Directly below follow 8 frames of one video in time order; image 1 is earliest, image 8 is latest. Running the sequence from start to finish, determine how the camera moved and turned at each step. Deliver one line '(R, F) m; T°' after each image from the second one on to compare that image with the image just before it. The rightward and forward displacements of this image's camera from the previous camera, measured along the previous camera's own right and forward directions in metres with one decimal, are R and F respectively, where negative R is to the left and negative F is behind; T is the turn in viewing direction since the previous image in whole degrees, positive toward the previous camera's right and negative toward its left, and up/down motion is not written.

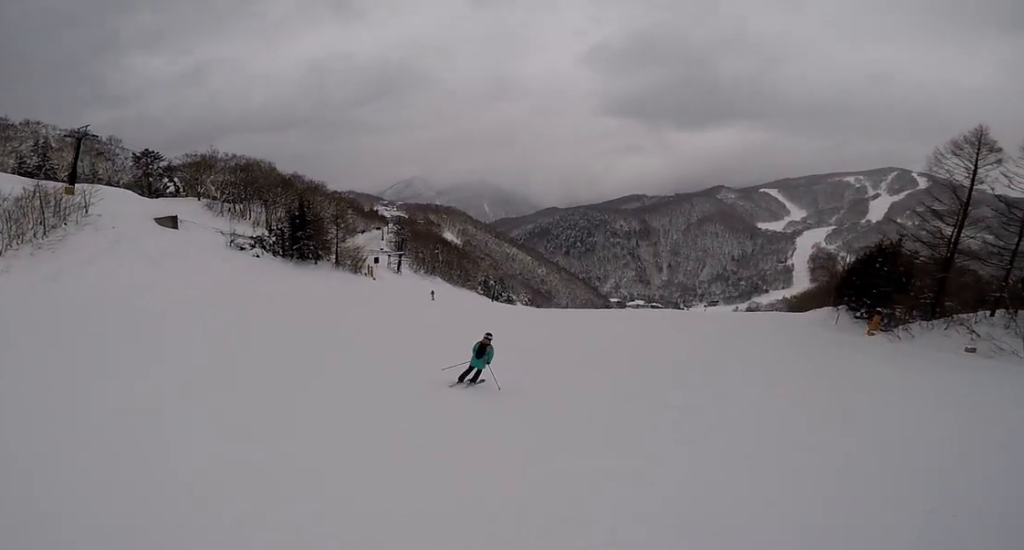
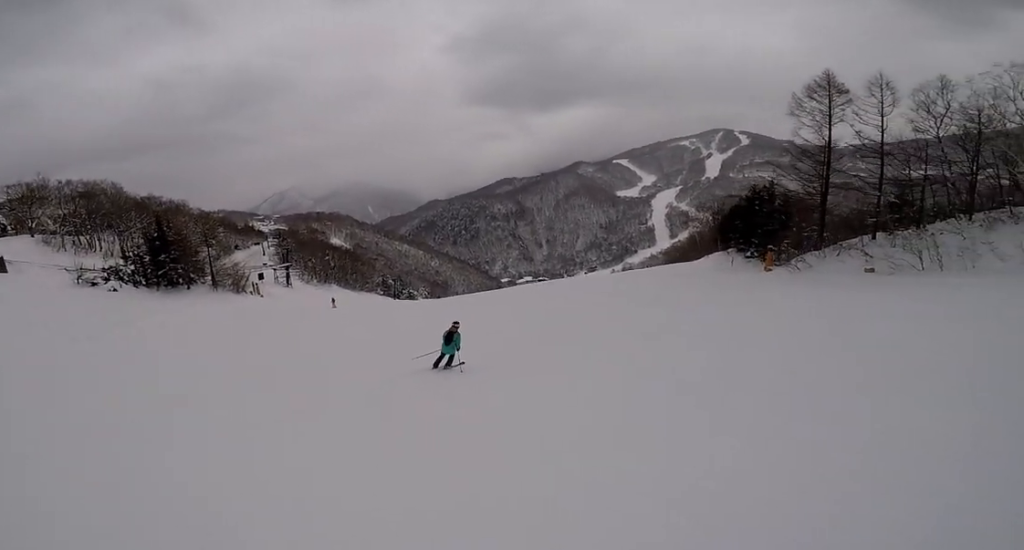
(+0.3, +3.9) m; +11°
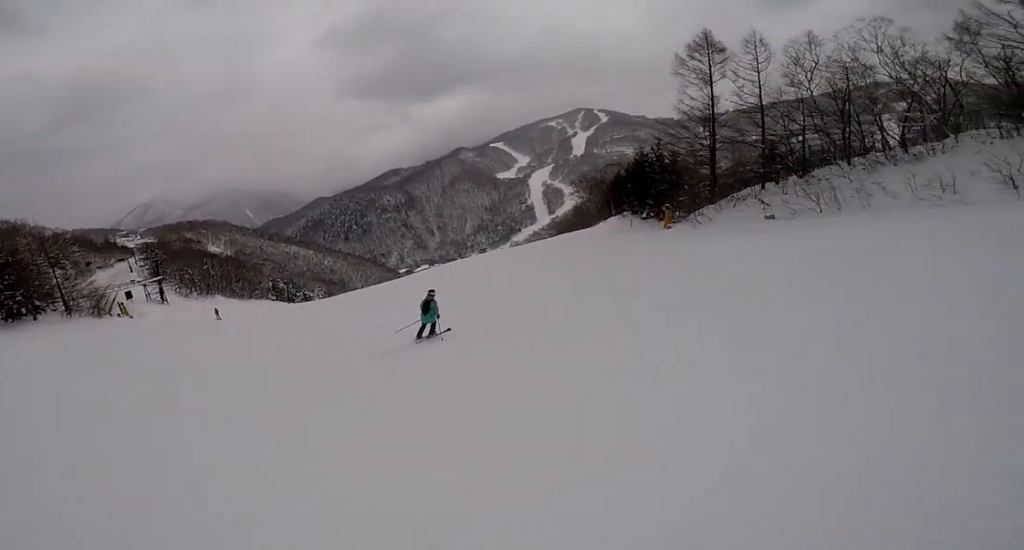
(+0.3, +3.5) m; +8°
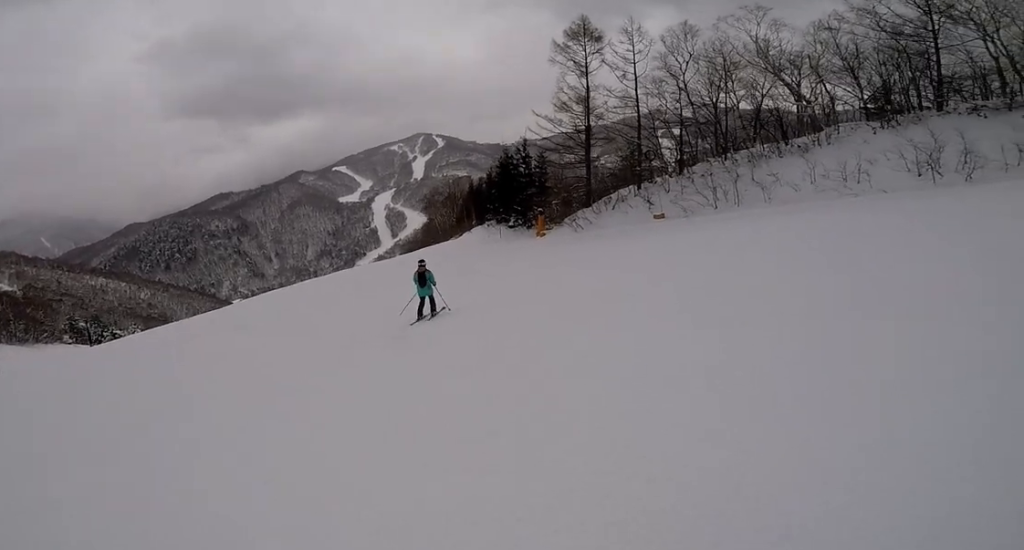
(+1.2, +8.4) m; +13°
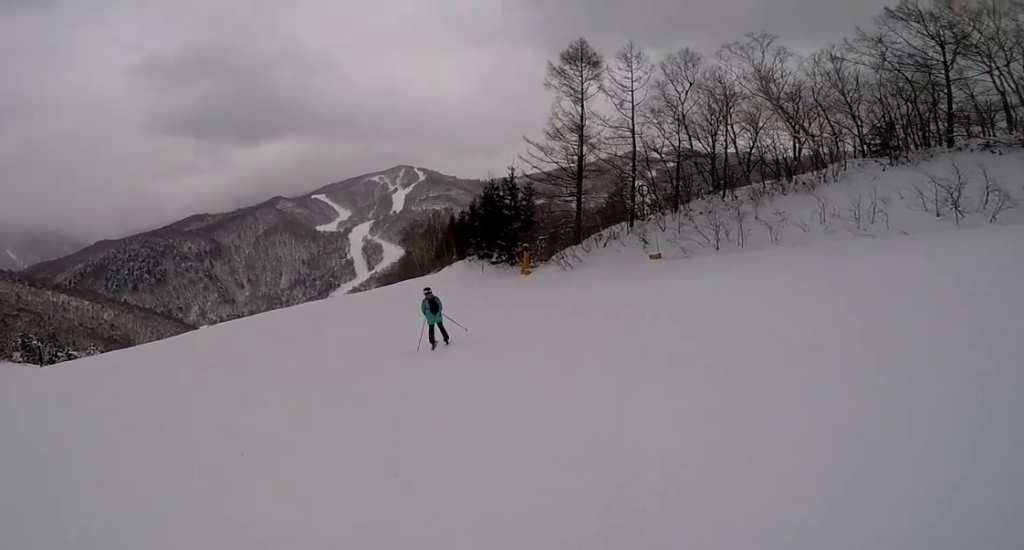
(0.0, +3.3) m; +3°
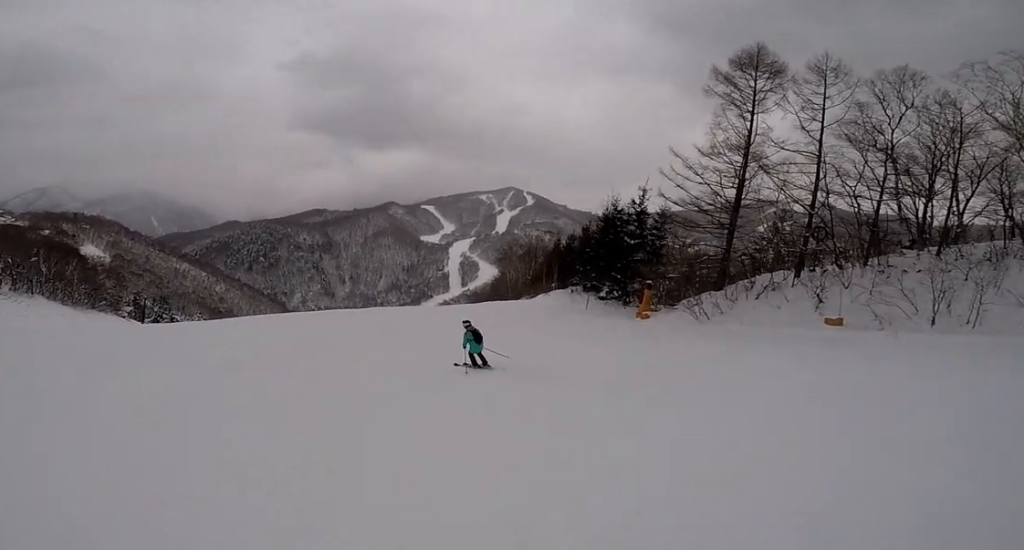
(+0.7, +6.1) m; -2°
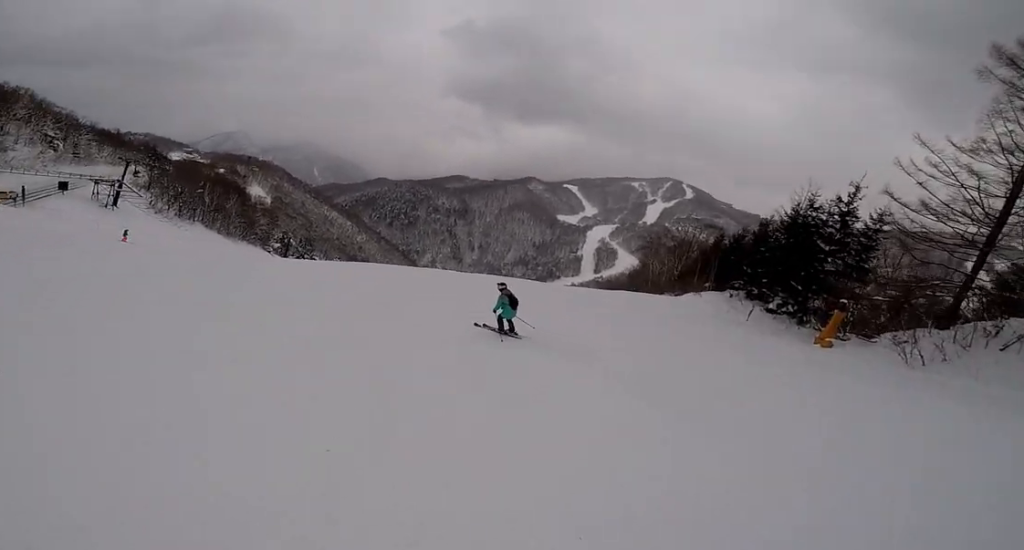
(-0.5, +3.8) m; -18°
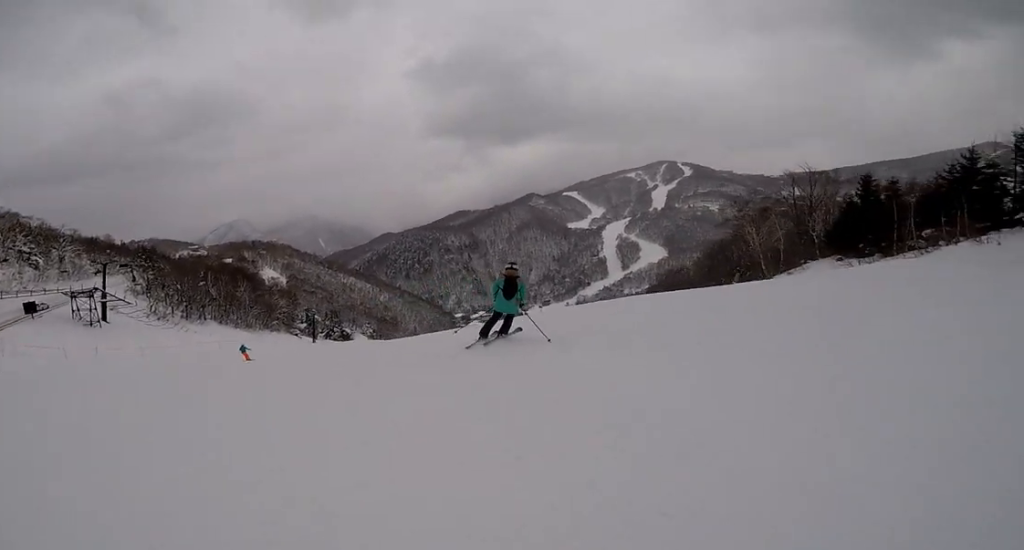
(-4.6, +11.5) m; -11°
